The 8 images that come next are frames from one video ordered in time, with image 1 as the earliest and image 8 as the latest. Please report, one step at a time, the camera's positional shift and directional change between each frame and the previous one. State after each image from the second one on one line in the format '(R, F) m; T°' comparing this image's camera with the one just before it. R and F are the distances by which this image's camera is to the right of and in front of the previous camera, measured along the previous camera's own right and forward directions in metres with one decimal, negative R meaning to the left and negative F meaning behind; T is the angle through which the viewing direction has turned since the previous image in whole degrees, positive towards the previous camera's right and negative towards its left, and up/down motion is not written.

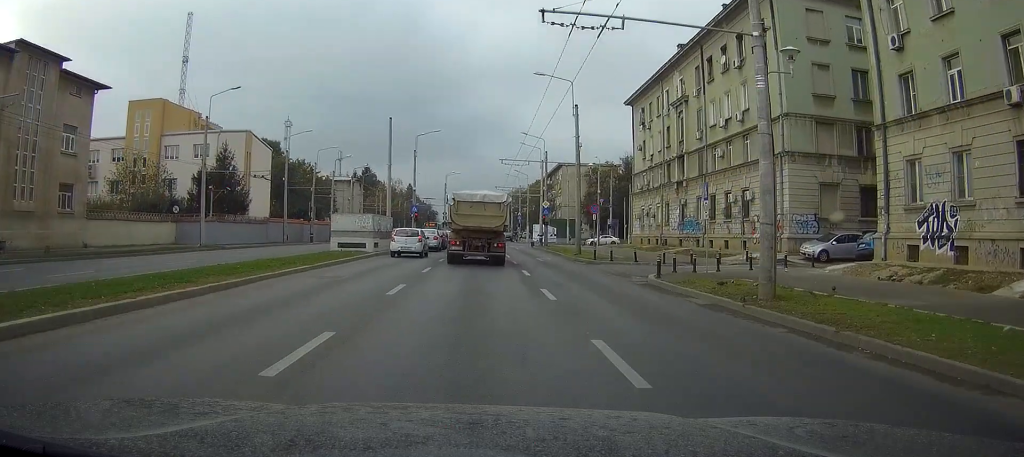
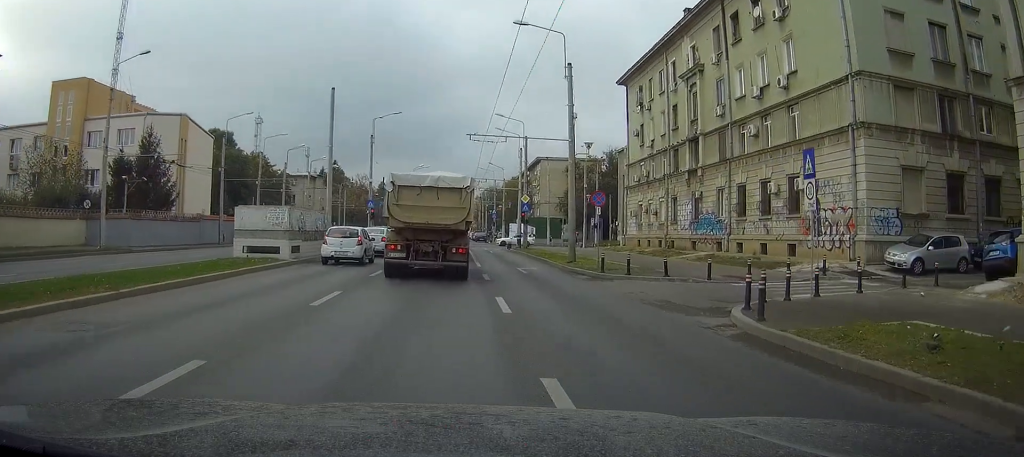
(+0.3, +11.4) m; +2°
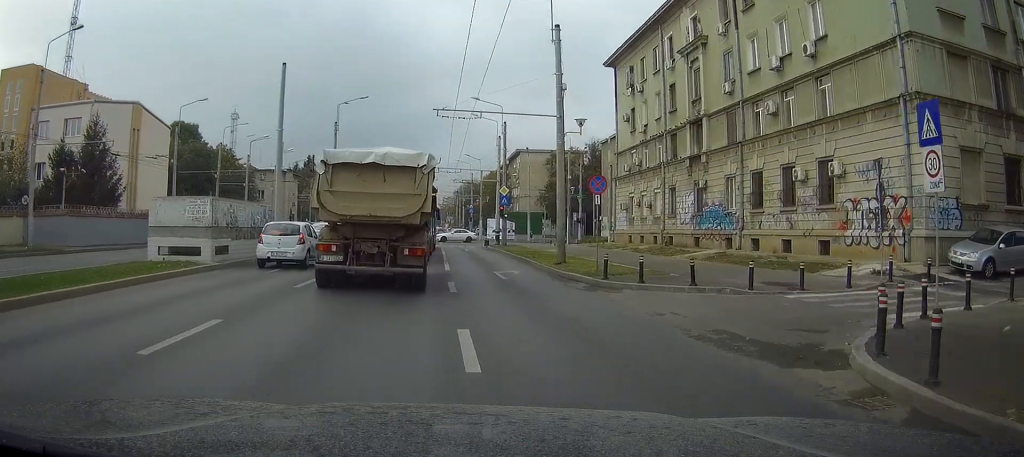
(+0.1, +5.8) m; +1°
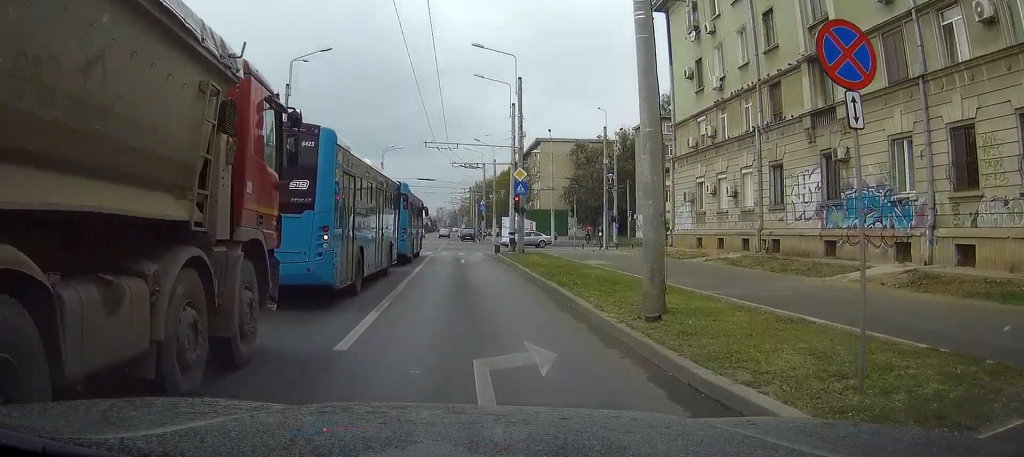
(+0.2, +16.8) m; -1°
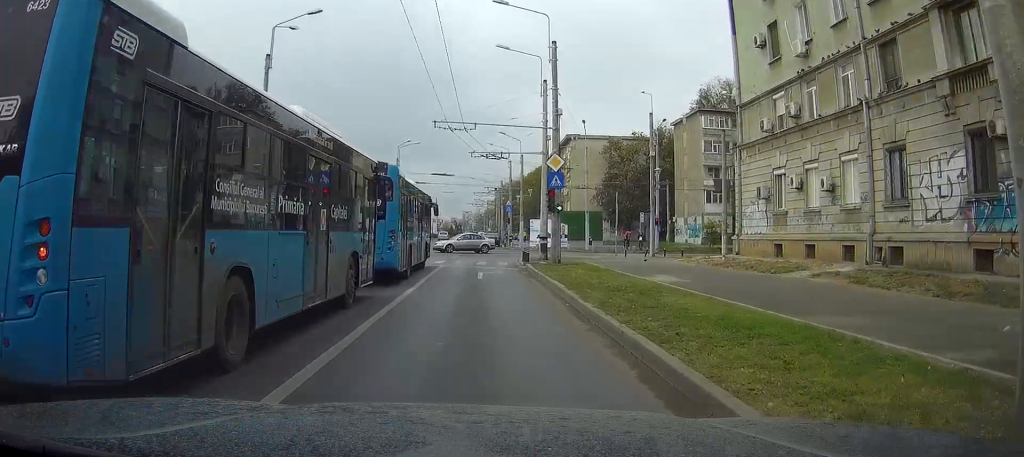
(-0.3, +8.2) m; -1°
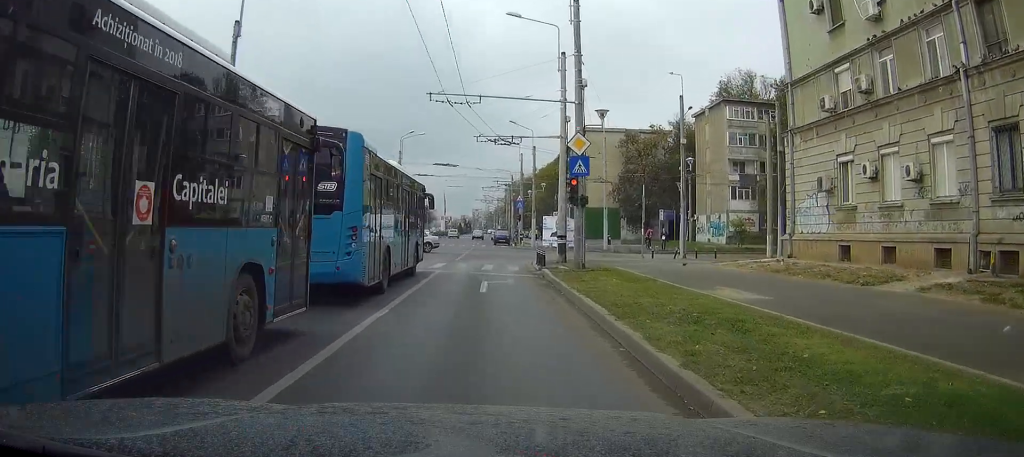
(0.0, +5.5) m; 0°
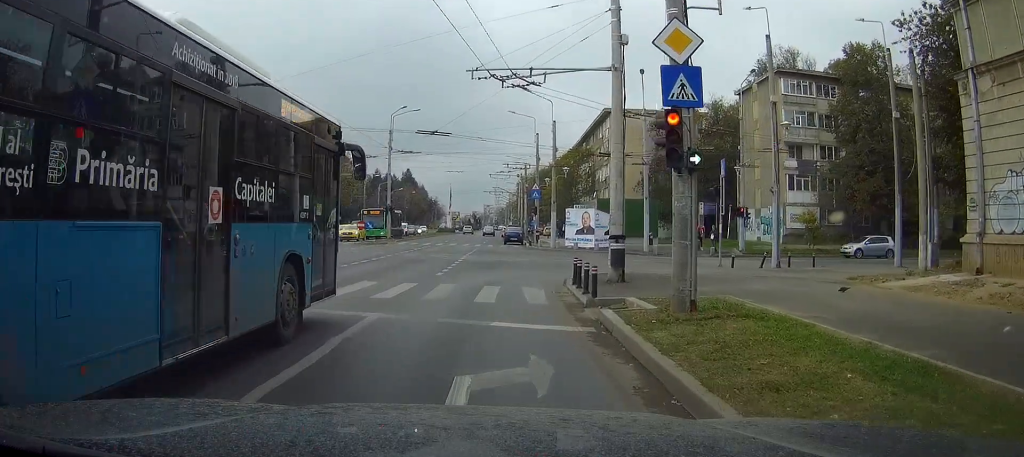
(0.0, +13.3) m; +1°
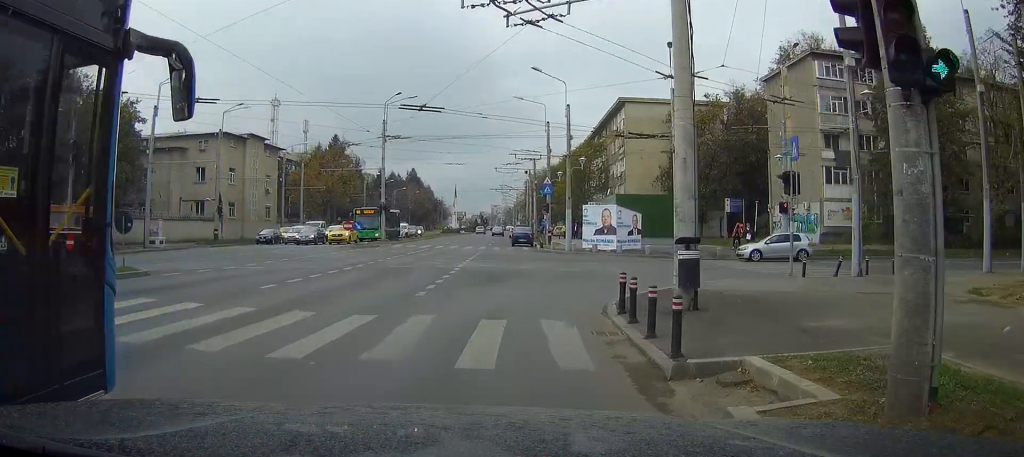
(+0.3, +6.7) m; +3°
